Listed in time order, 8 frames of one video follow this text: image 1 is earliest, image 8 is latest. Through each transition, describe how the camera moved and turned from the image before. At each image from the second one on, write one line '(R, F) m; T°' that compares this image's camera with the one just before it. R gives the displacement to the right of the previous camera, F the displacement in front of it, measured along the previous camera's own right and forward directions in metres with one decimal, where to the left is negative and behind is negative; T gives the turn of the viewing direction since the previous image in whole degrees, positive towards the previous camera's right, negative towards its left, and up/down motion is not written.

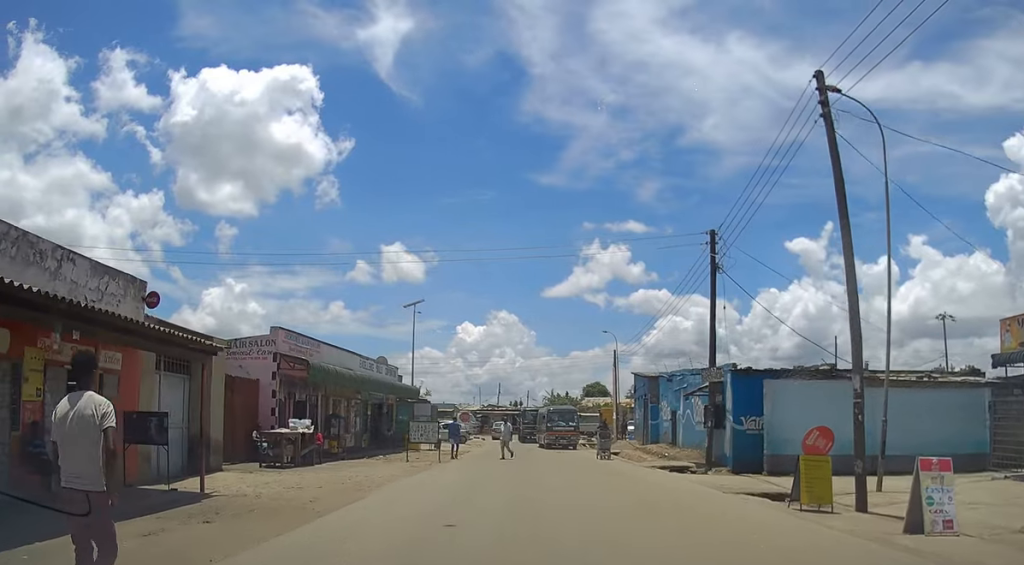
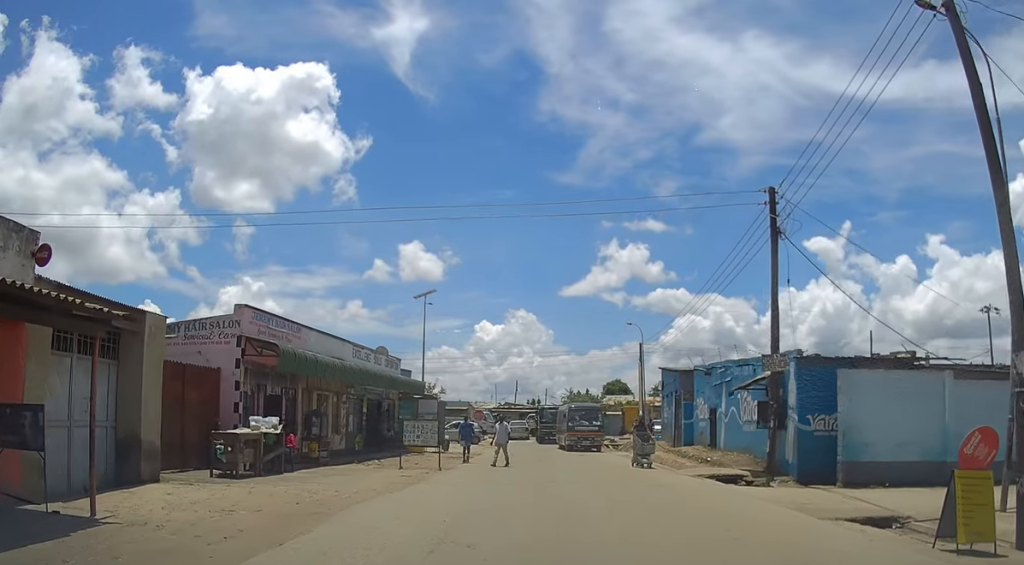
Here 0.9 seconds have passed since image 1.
(-0.1, +4.1) m; -2°
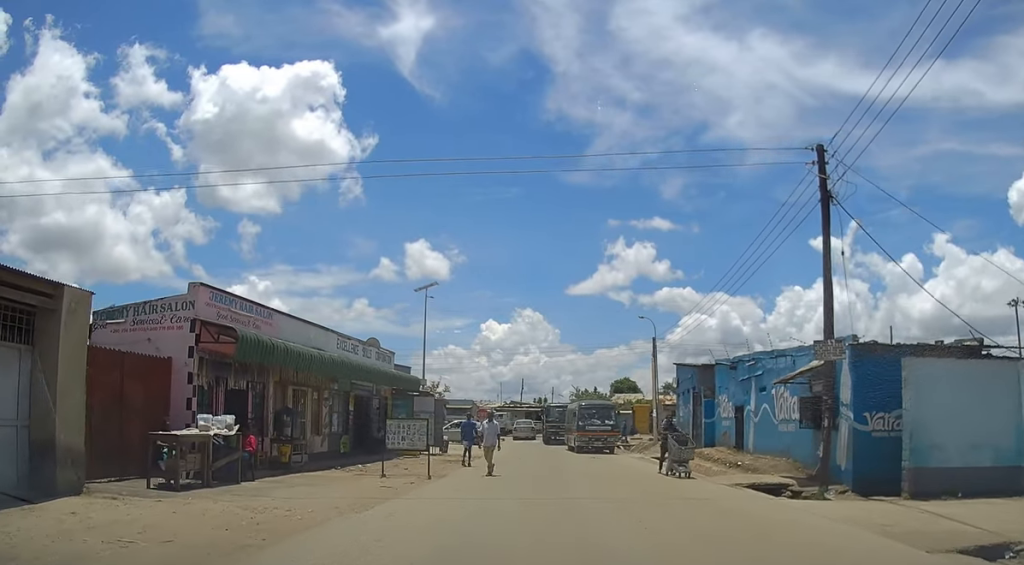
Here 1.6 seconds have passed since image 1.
(-0.1, +3.0) m; -1°
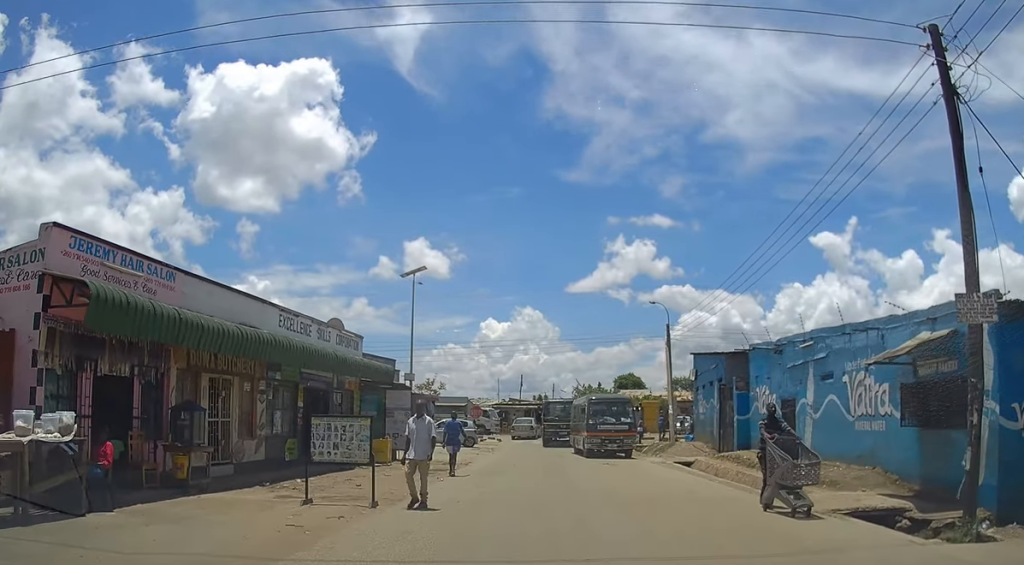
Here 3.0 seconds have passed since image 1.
(+0.1, +5.5) m; +1°
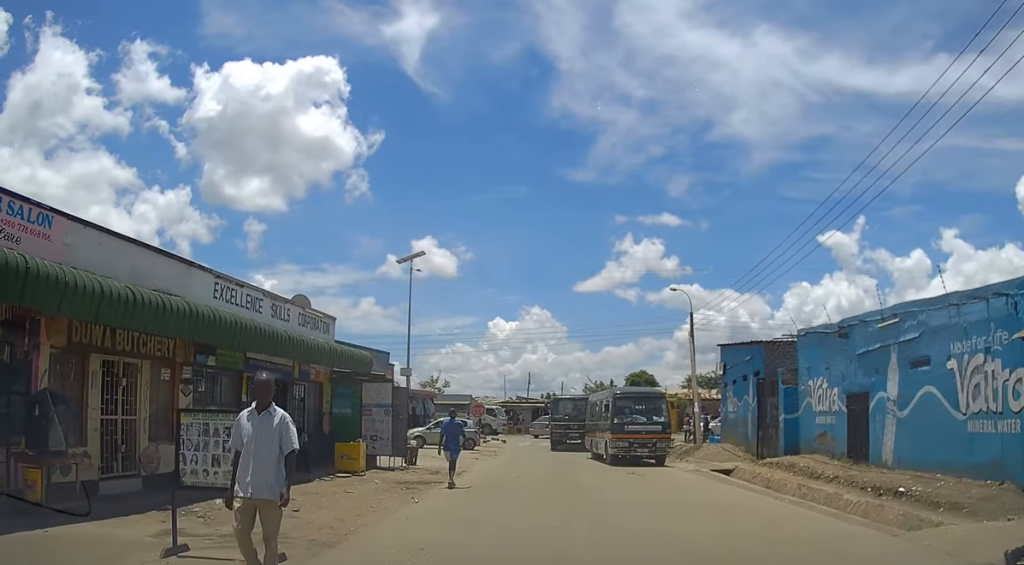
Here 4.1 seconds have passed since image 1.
(0.0, +4.4) m; -1°
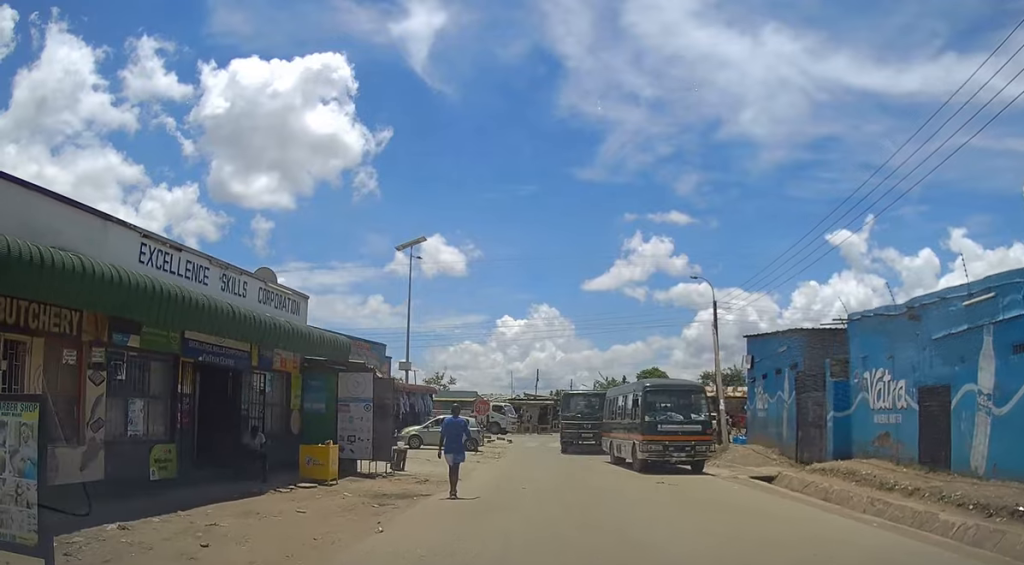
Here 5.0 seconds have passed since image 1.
(0.0, +3.3) m; -1°
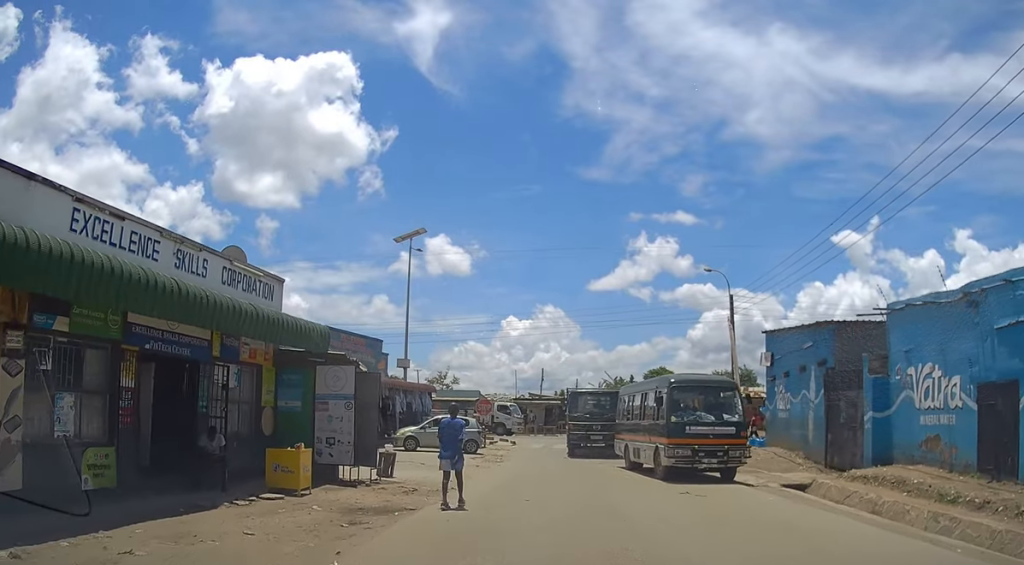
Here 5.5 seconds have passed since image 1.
(0.0, +2.1) m; -1°
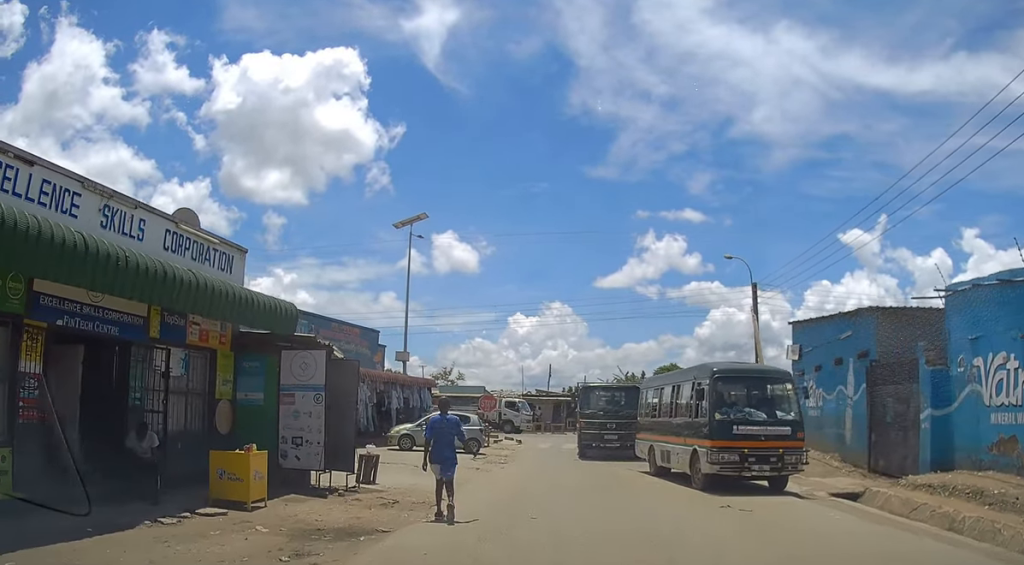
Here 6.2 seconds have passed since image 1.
(0.0, +2.5) m; -1°
